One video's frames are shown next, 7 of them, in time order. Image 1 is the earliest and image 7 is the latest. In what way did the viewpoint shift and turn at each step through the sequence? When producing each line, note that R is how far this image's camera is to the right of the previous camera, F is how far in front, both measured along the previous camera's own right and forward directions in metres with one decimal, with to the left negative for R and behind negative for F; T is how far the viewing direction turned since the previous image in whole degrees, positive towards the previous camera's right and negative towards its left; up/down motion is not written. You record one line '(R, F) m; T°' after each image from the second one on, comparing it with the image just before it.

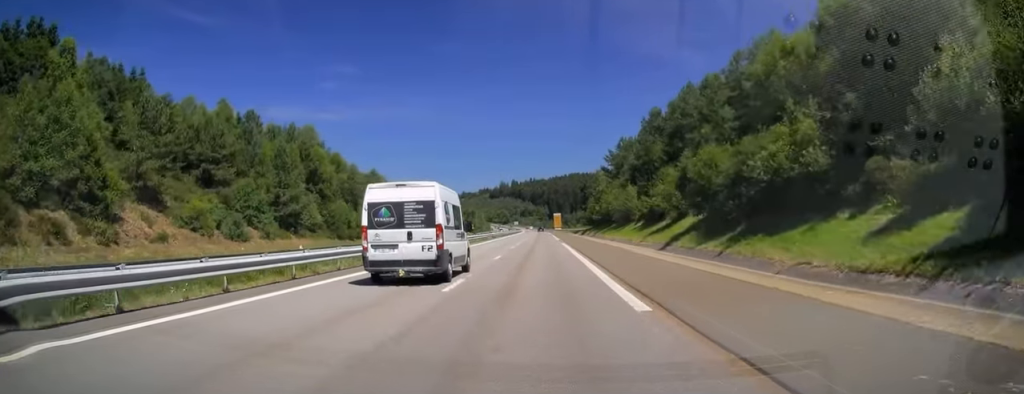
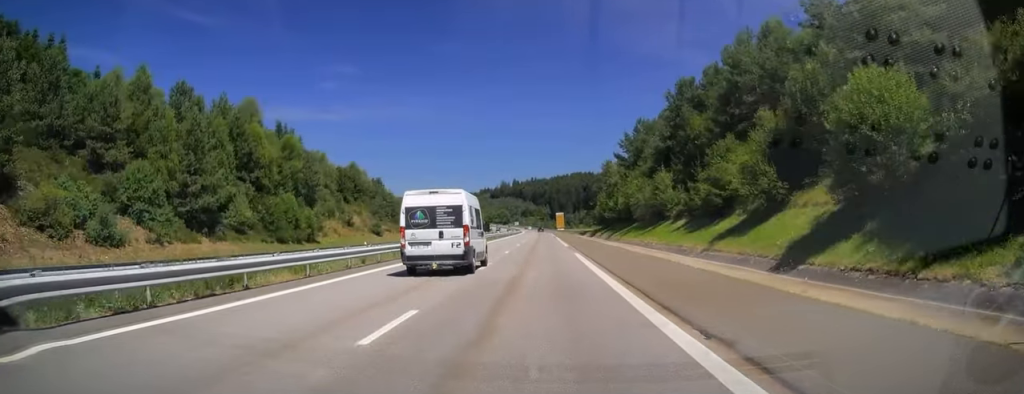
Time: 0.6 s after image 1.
(-0.1, +19.0) m; 0°
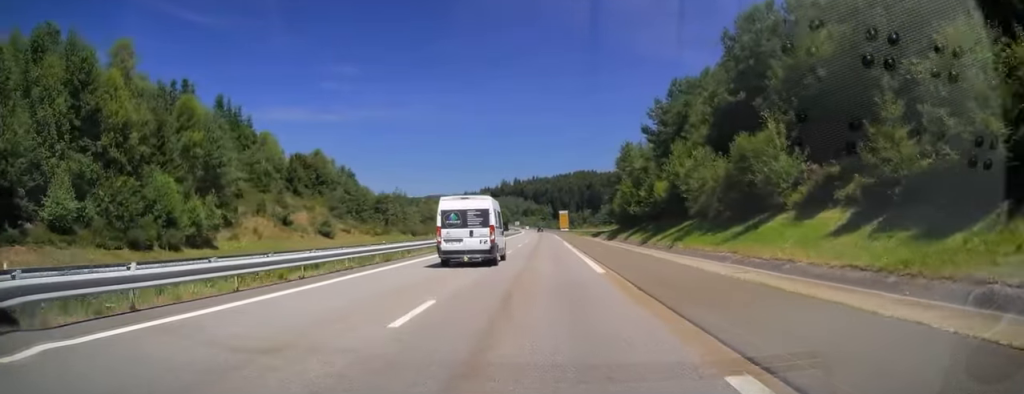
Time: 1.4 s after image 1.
(+0.3, +24.7) m; 0°
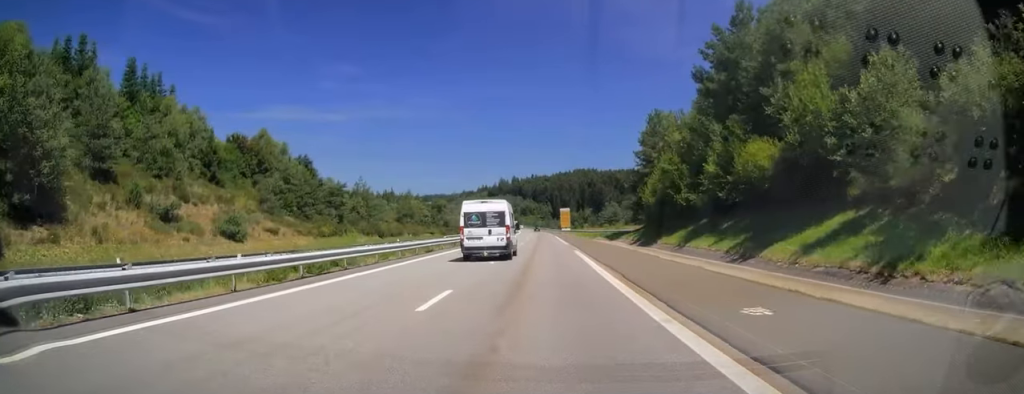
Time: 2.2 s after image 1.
(-0.1, +24.1) m; 0°
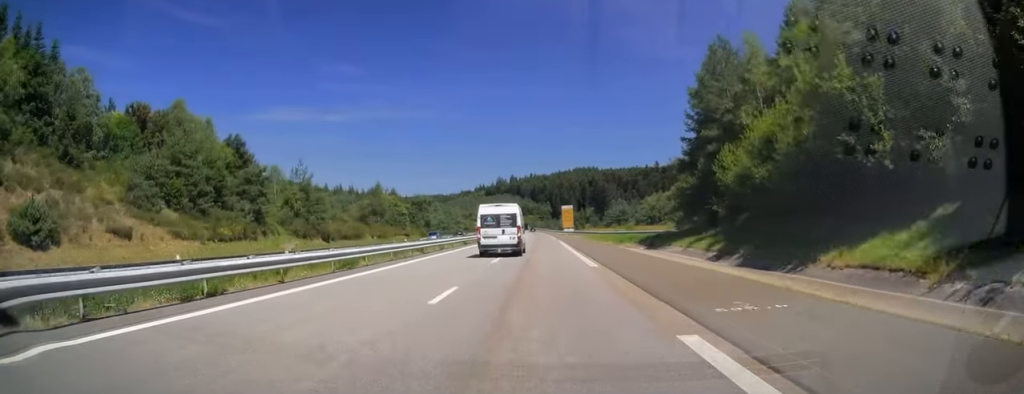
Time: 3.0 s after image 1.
(-0.2, +25.2) m; 0°
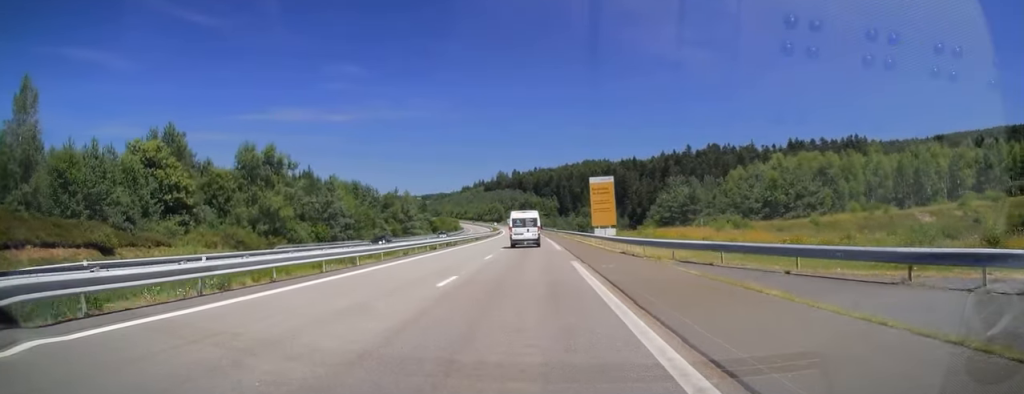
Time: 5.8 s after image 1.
(0.0, +87.5) m; 0°
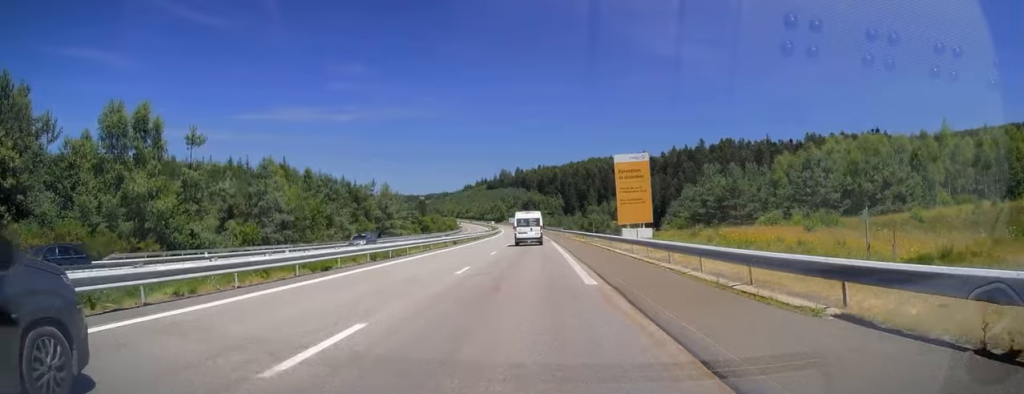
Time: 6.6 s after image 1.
(0.0, +22.2) m; 0°
